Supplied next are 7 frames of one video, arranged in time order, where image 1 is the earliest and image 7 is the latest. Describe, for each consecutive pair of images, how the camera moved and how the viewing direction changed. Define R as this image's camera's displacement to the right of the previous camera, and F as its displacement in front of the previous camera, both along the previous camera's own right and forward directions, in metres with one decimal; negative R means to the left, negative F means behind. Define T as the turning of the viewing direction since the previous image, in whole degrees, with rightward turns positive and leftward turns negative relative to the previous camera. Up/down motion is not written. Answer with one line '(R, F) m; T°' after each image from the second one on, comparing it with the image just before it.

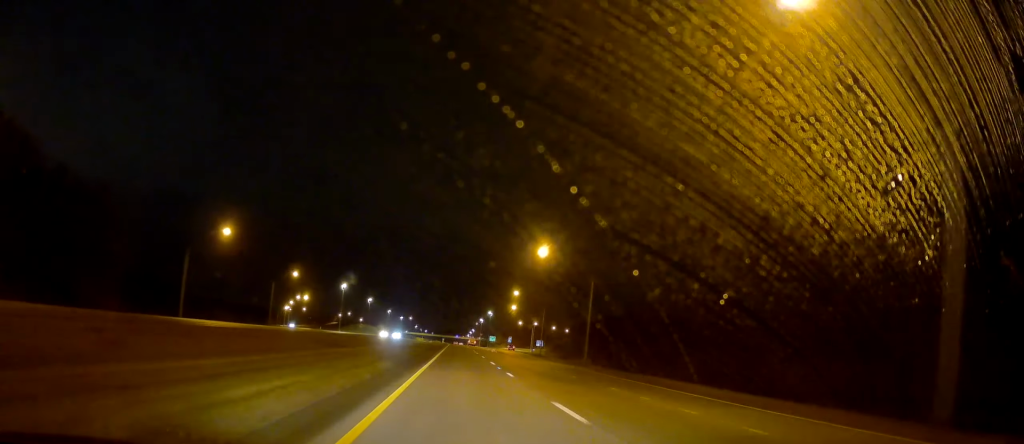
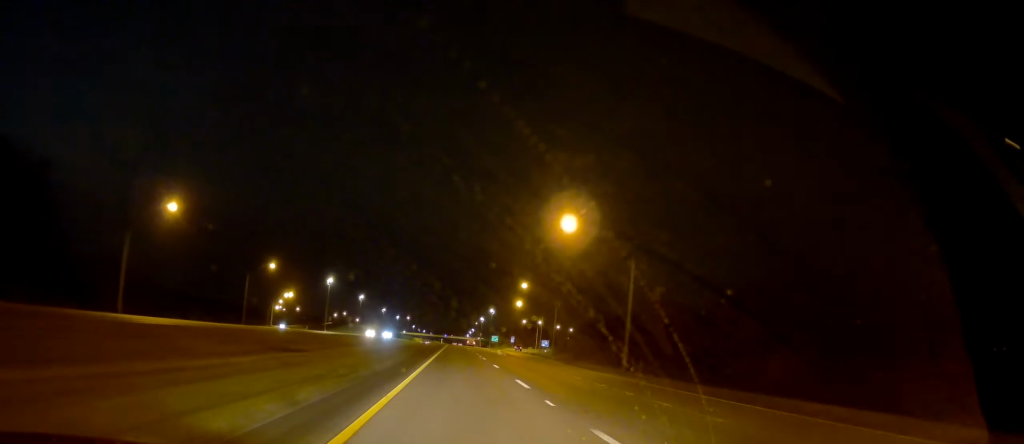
(+0.1, +16.6) m; +1°
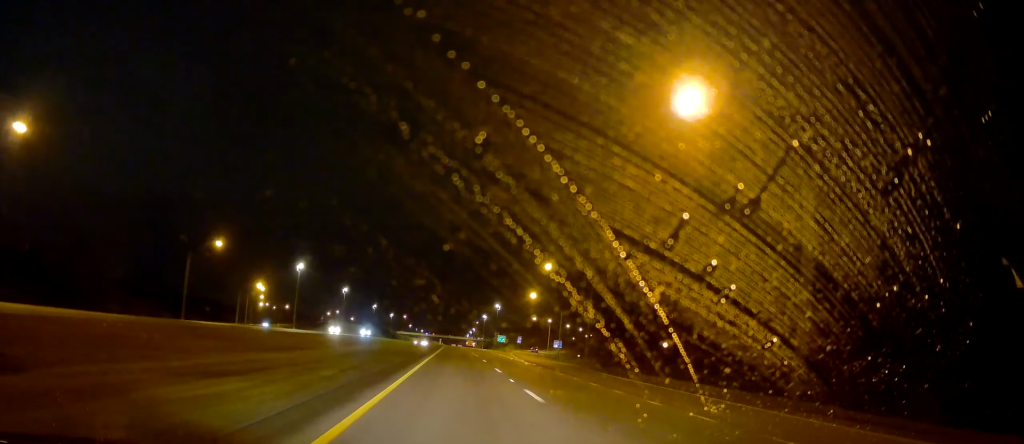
(0.0, +27.9) m; 0°
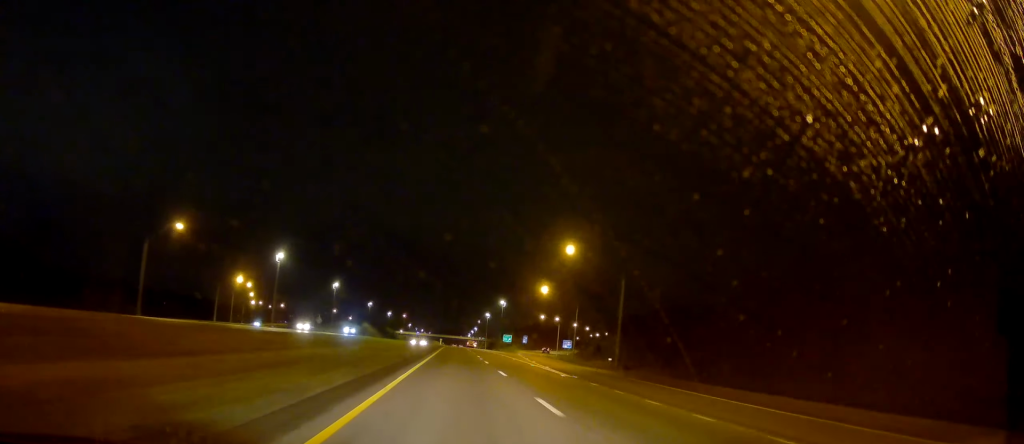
(0.0, +15.6) m; 0°
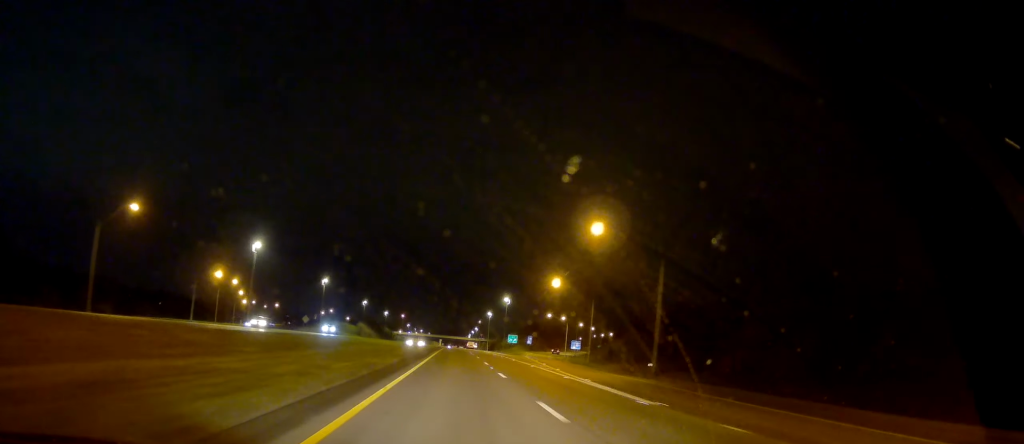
(+0.1, +12.5) m; 0°
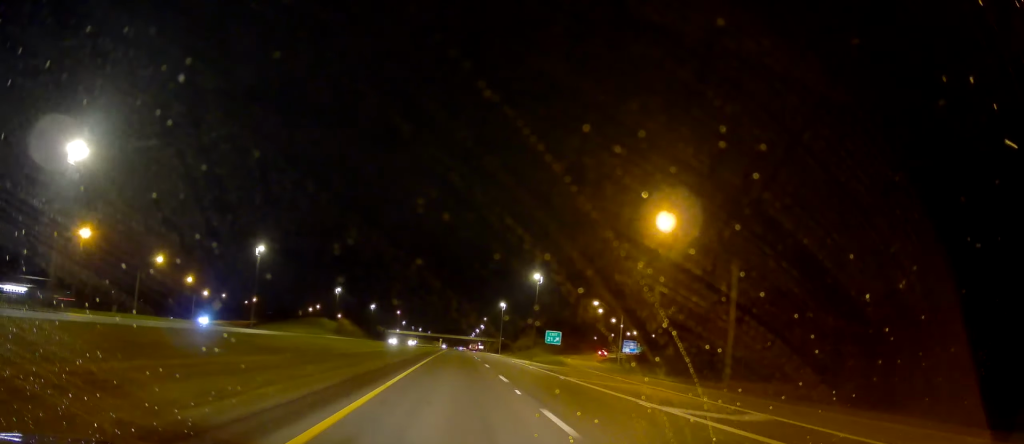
(+0.4, +49.2) m; +3°
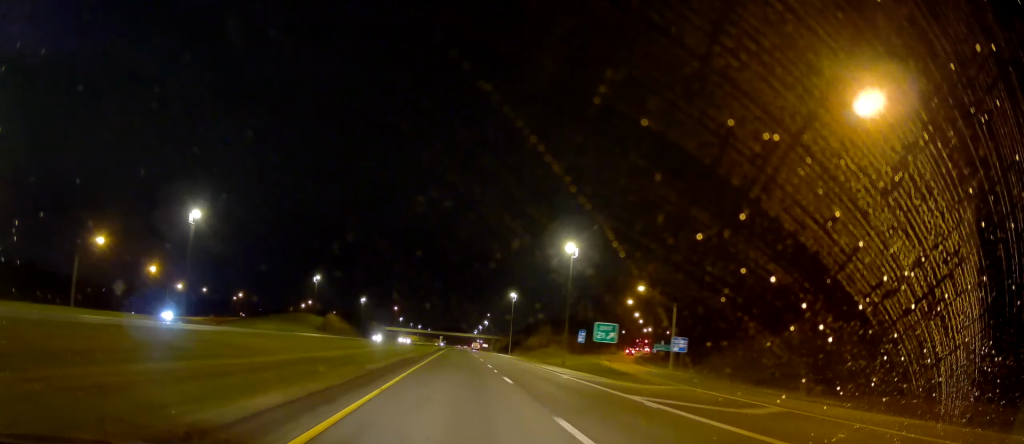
(+0.9, +25.1) m; +1°
